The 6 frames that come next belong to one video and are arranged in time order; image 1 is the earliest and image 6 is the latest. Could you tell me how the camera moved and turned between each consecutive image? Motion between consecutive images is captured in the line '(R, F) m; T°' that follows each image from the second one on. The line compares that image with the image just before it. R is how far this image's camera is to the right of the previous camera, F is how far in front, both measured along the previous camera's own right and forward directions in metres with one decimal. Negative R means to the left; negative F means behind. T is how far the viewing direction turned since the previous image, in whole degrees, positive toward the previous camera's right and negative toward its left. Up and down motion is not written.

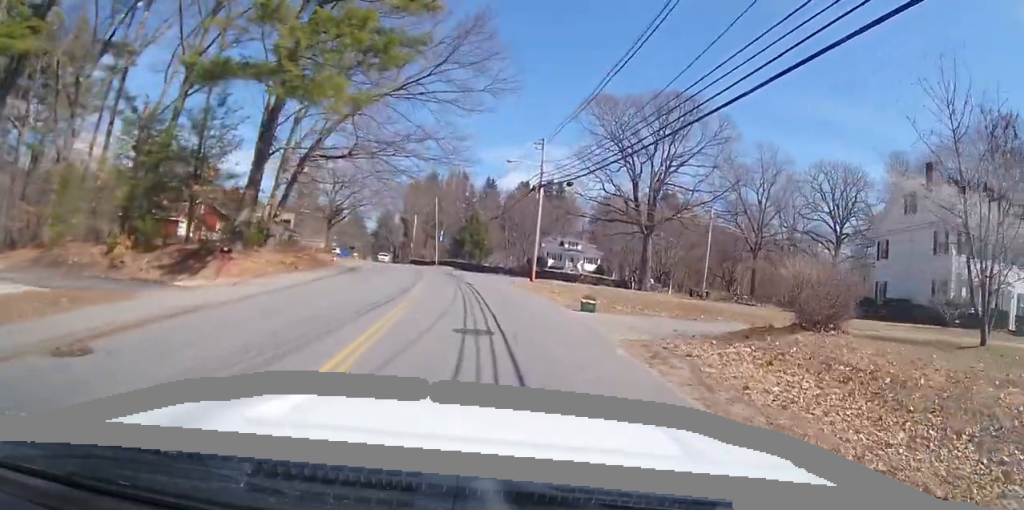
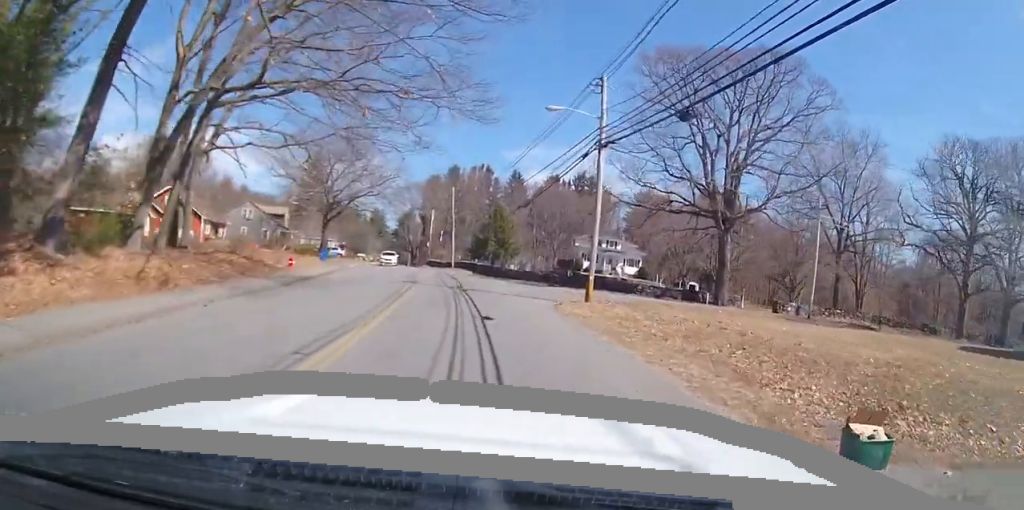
(+0.1, +15.0) m; -3°
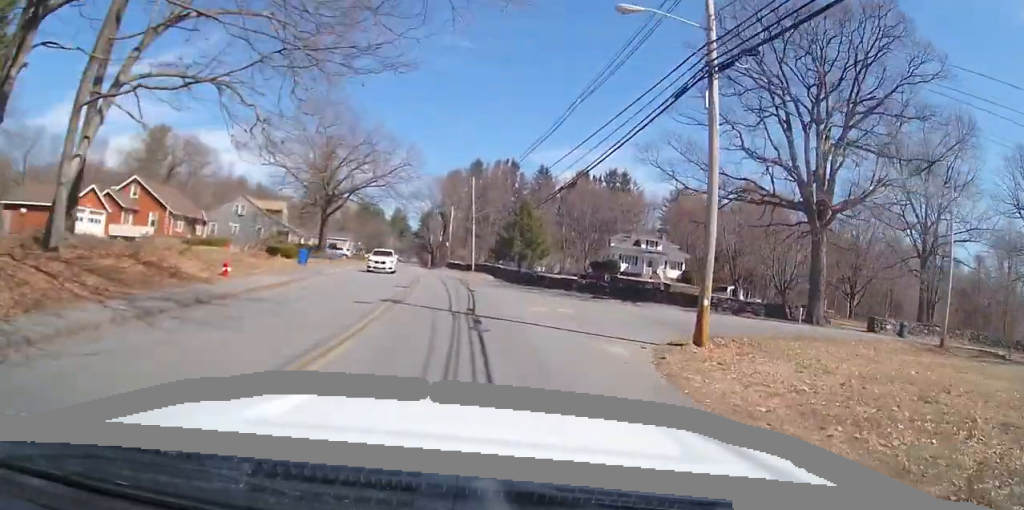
(-0.6, +10.8) m; -4°
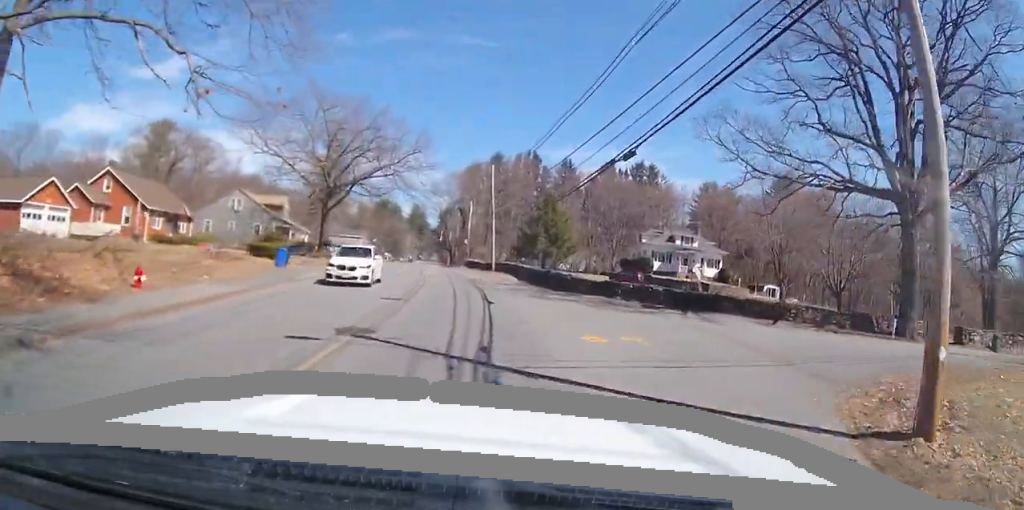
(0.0, +7.0) m; -2°
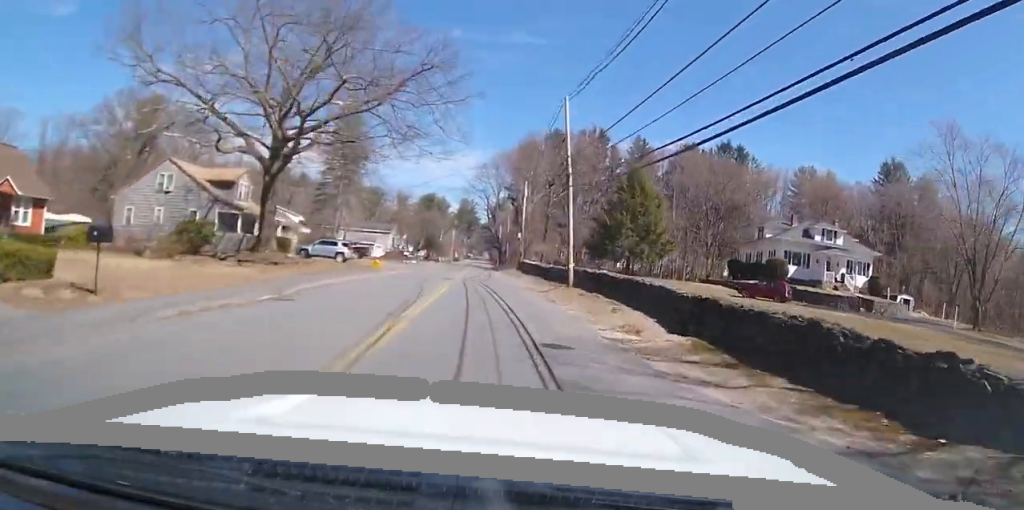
(-1.9, +25.4) m; -7°
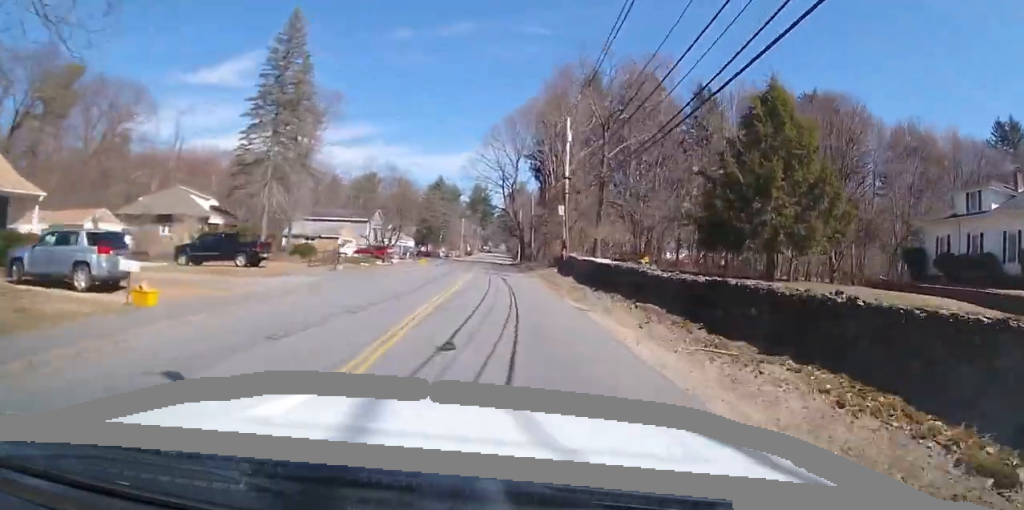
(-0.1, +31.0) m; -1°
